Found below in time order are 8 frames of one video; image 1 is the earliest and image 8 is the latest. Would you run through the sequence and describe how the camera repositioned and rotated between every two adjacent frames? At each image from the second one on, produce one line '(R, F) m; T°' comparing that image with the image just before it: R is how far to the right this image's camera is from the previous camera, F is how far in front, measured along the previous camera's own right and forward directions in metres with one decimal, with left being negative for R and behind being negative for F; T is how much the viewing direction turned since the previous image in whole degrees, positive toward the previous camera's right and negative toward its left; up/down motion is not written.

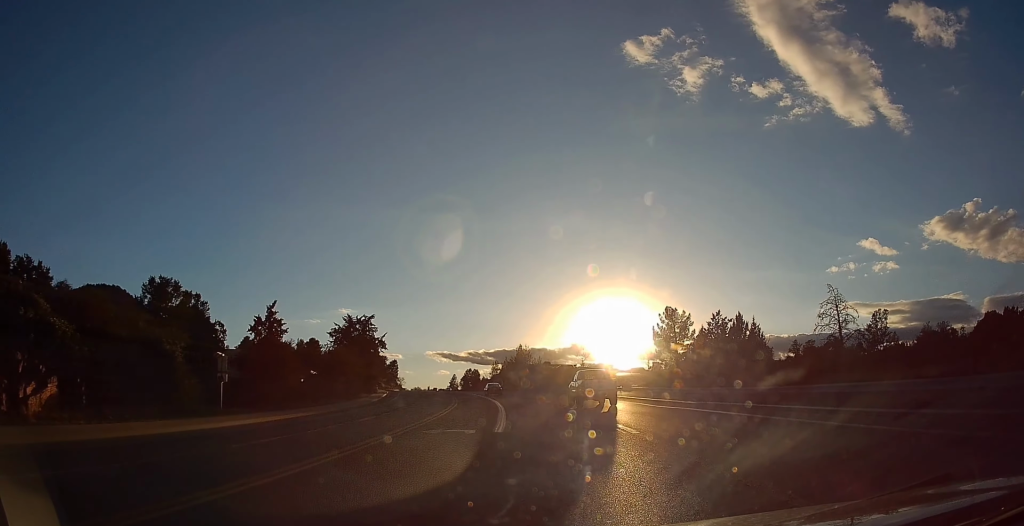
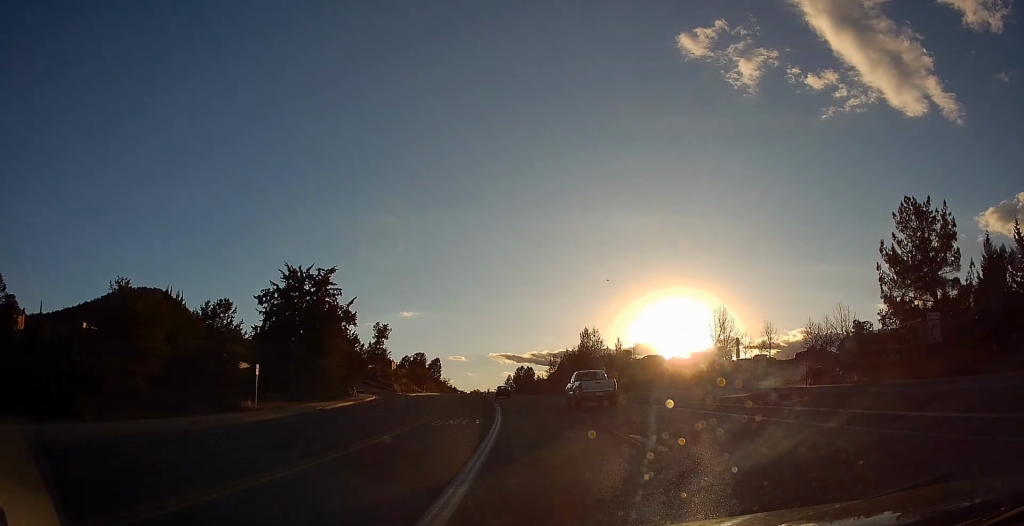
(-0.5, +40.9) m; -8°
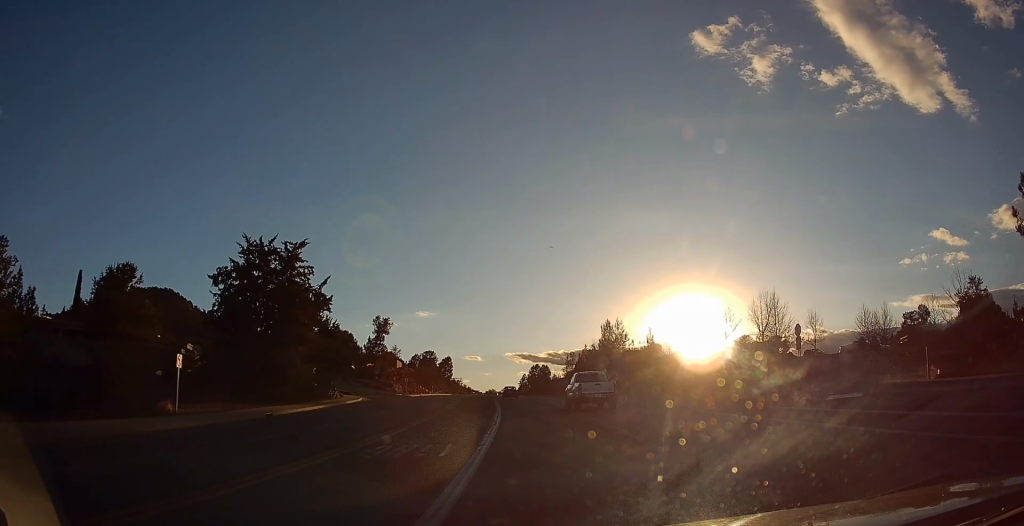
(-1.4, +10.8) m; -1°
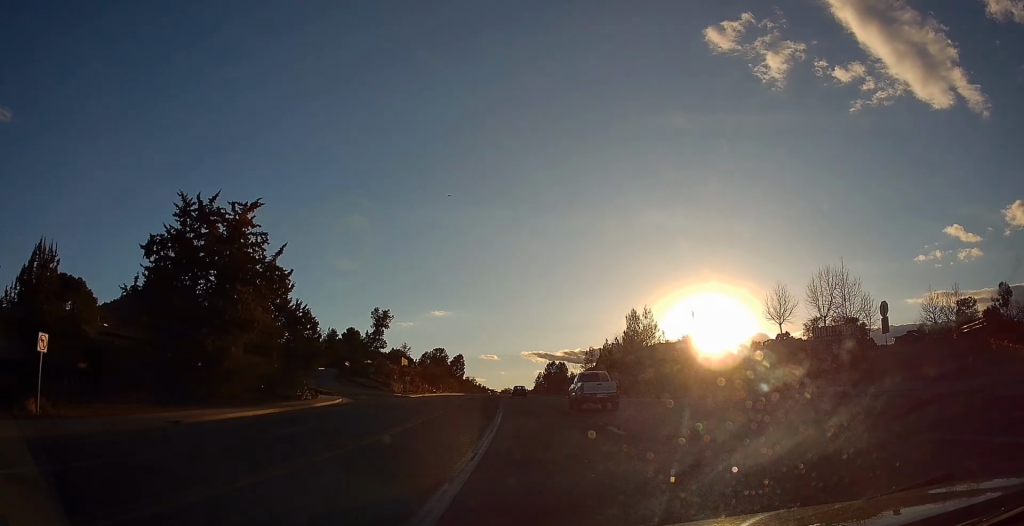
(+0.2, +10.6) m; +1°
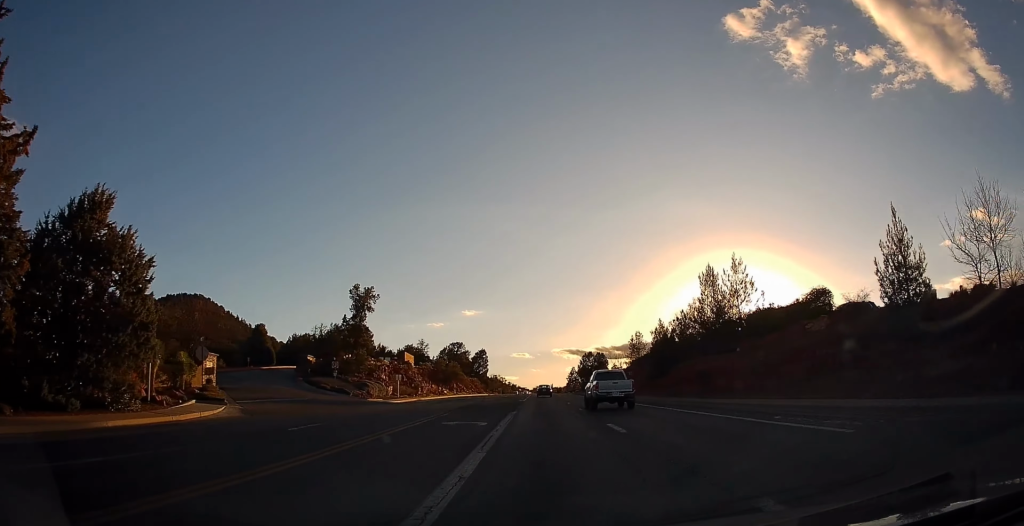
(+1.2, +23.9) m; +1°
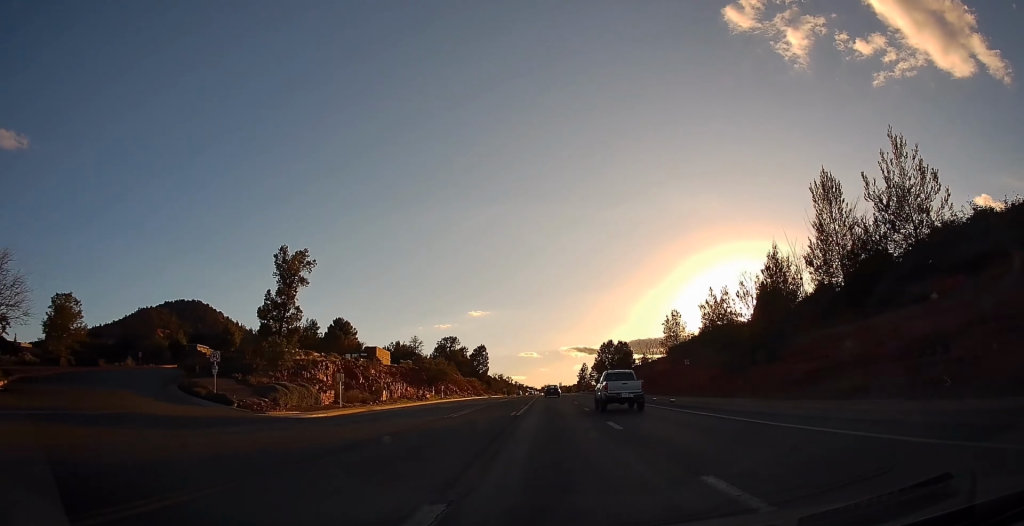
(-0.7, +22.4) m; -3°
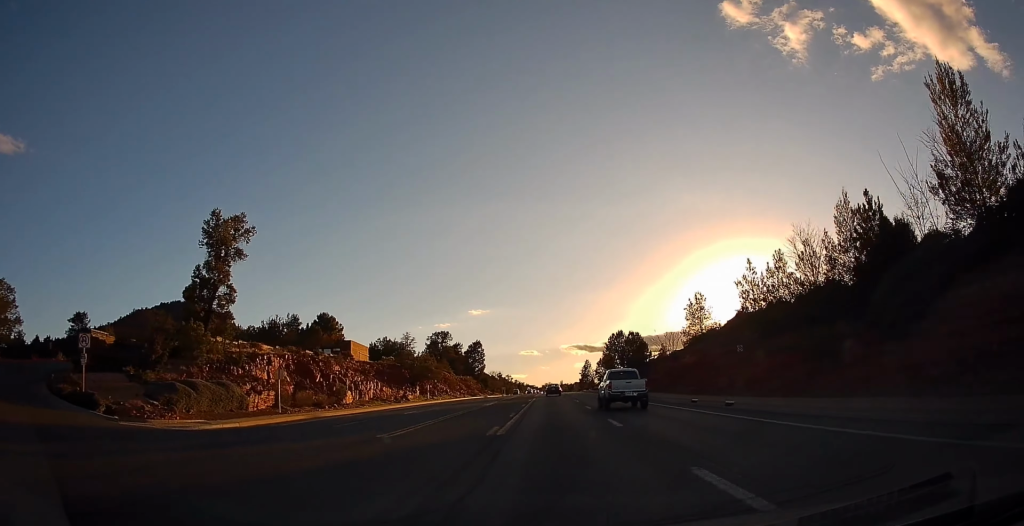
(-0.1, +11.2) m; -1°
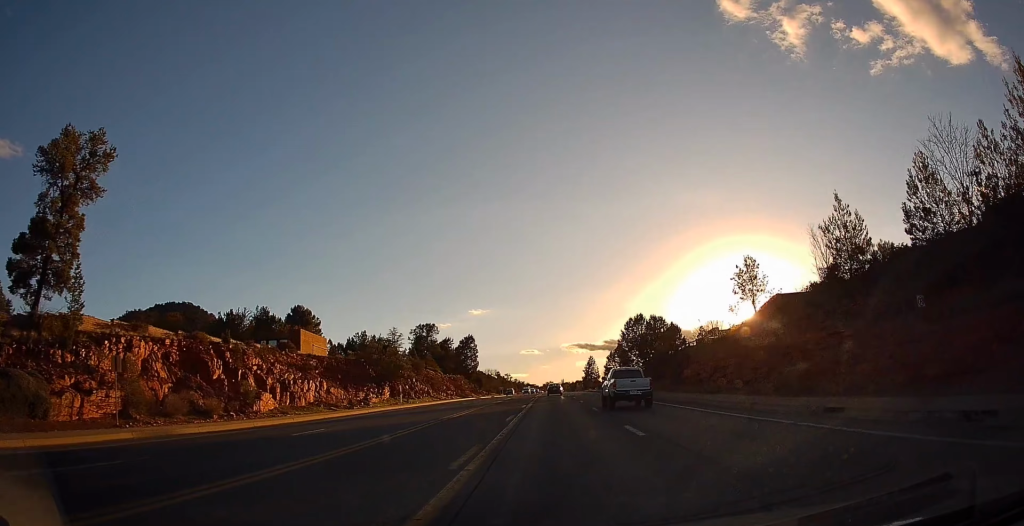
(-0.2, +14.9) m; -1°
